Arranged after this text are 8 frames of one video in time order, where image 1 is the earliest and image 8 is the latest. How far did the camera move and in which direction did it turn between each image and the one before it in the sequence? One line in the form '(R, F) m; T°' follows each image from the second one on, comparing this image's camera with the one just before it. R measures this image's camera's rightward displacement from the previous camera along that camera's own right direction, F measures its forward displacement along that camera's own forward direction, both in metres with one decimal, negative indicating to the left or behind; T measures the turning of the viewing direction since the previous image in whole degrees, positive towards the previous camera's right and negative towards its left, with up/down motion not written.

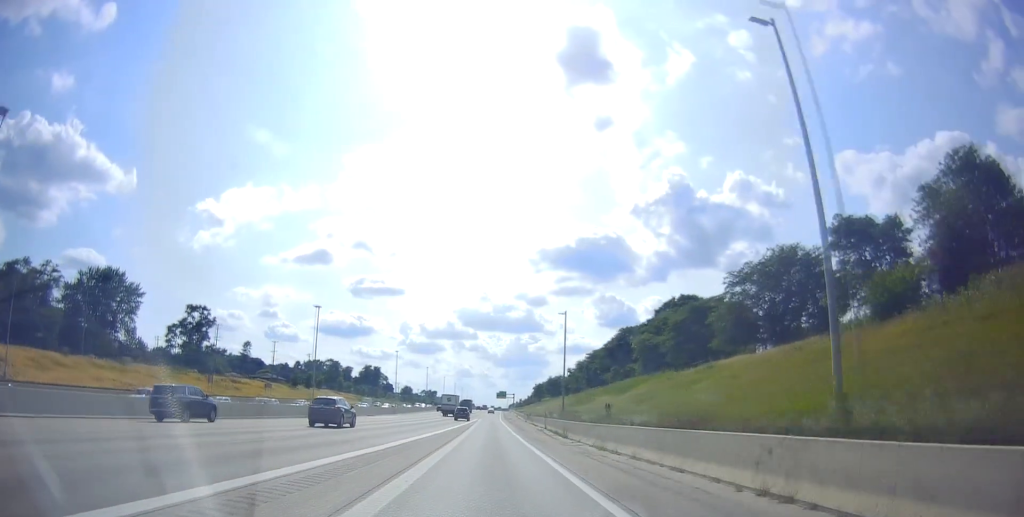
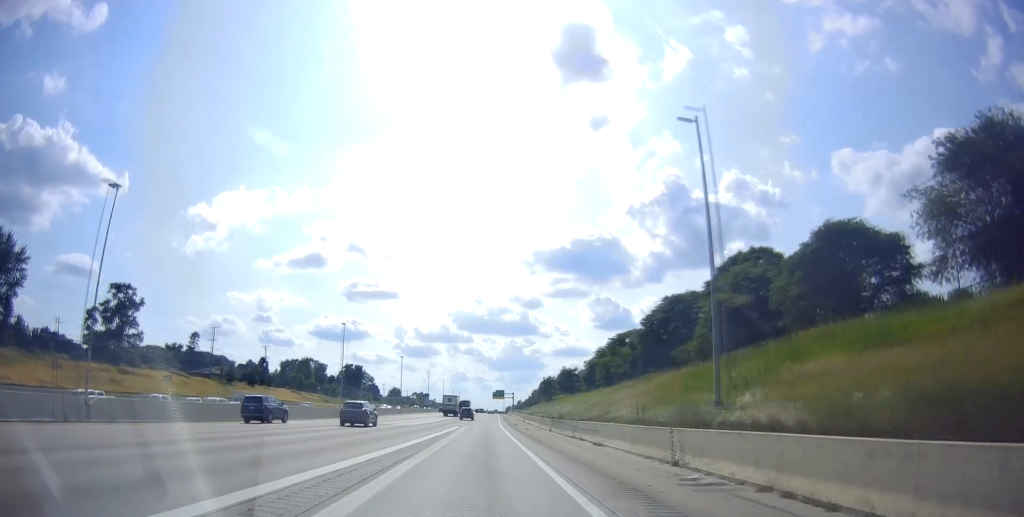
(+1.1, +43.2) m; +2°
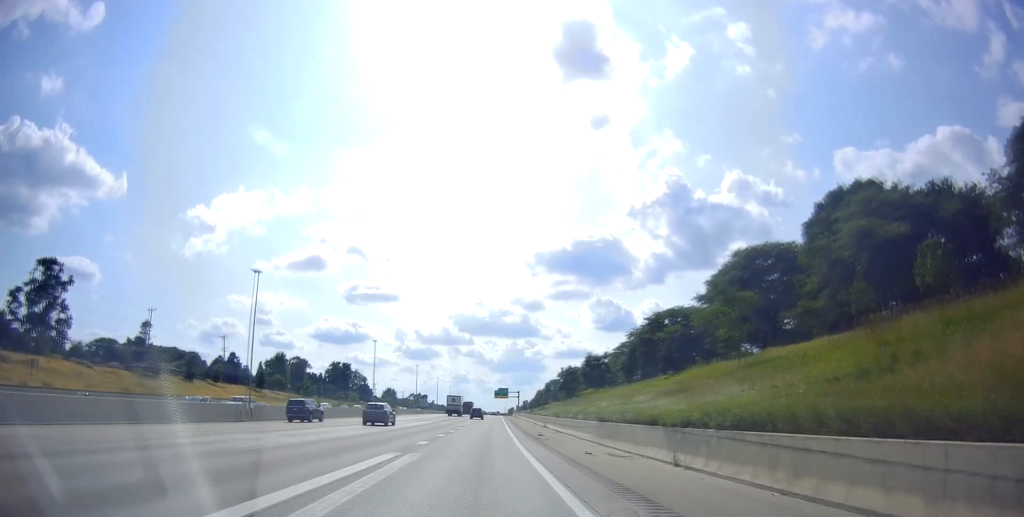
(-0.3, +33.8) m; -1°
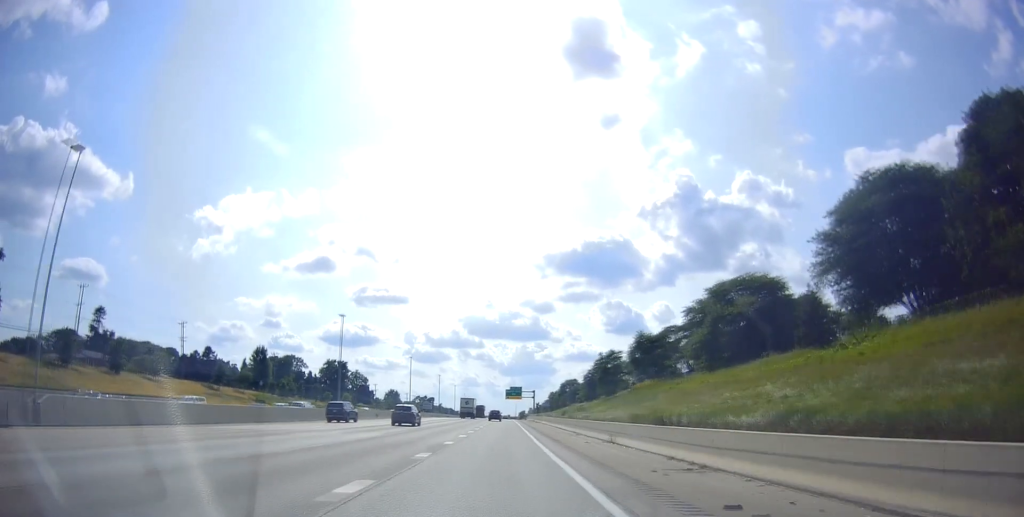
(0.0, +29.6) m; 0°
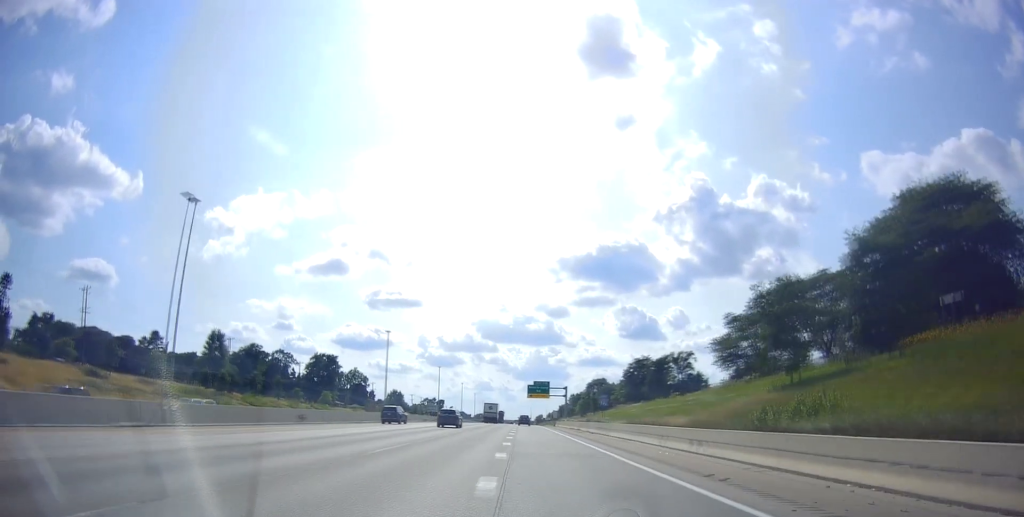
(-0.9, +44.9) m; -2°
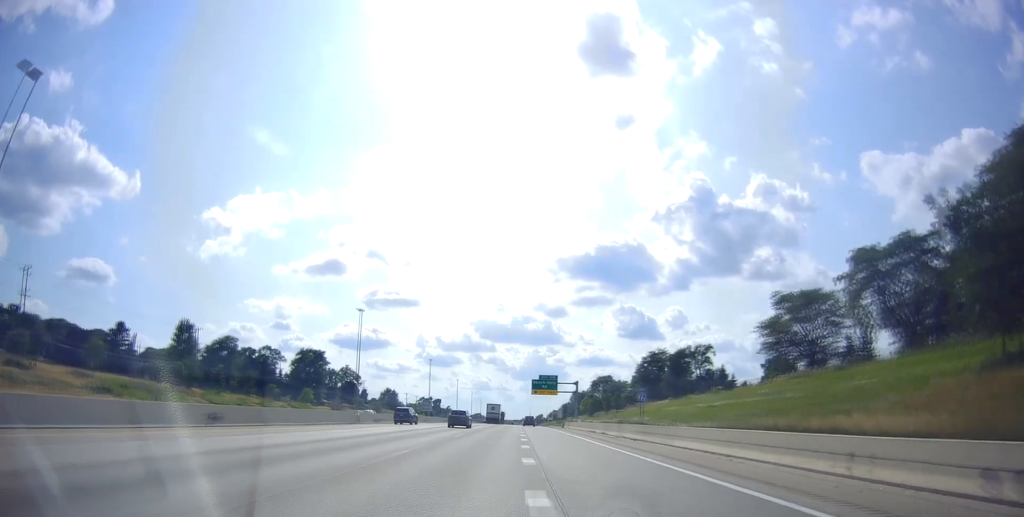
(+0.3, +17.8) m; +1°
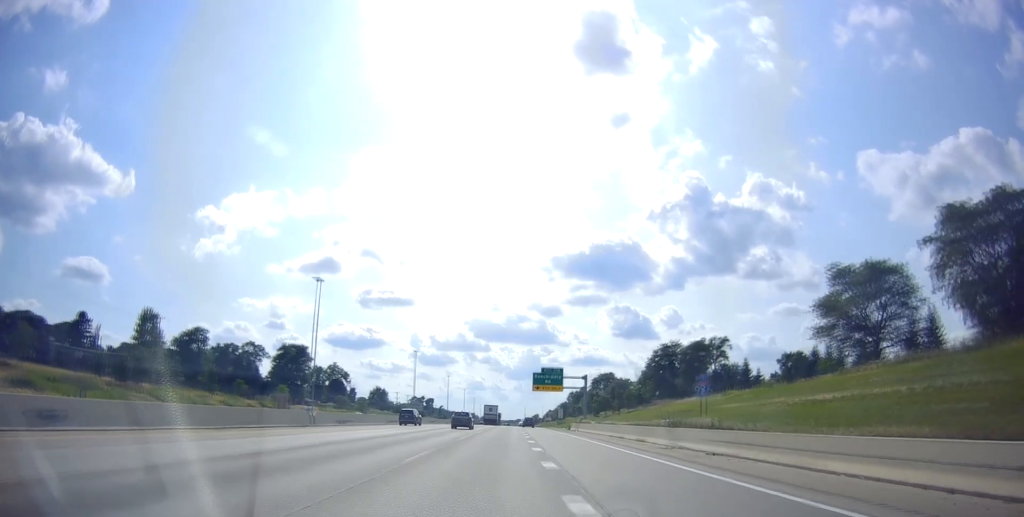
(+0.1, +15.8) m; +1°
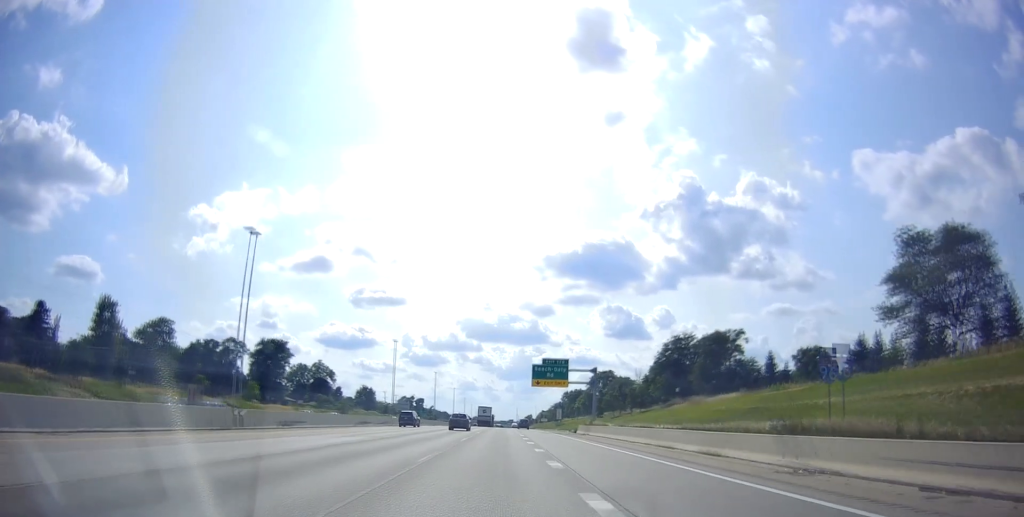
(0.0, +14.8) m; +1°
